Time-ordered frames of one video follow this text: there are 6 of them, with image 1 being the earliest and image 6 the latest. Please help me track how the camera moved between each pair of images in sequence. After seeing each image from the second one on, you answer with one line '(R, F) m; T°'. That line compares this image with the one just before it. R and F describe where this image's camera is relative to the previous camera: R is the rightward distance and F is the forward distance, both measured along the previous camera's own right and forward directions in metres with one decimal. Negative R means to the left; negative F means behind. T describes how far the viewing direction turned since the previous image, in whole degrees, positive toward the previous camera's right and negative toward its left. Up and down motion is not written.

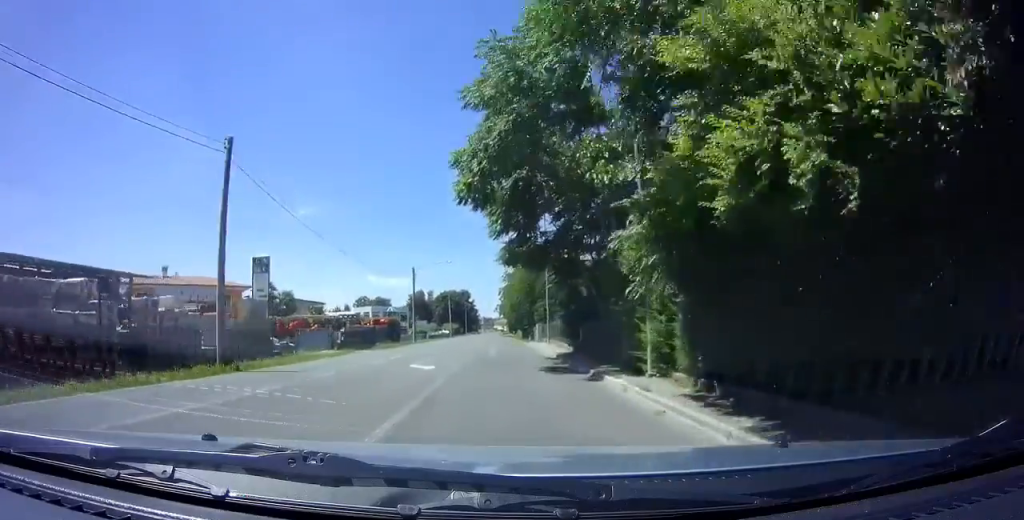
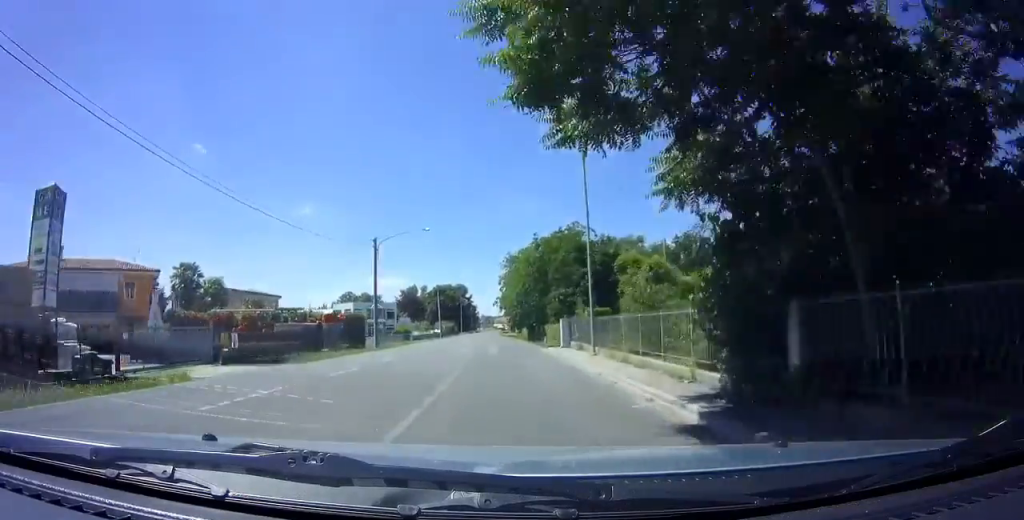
(-0.1, +17.9) m; 0°
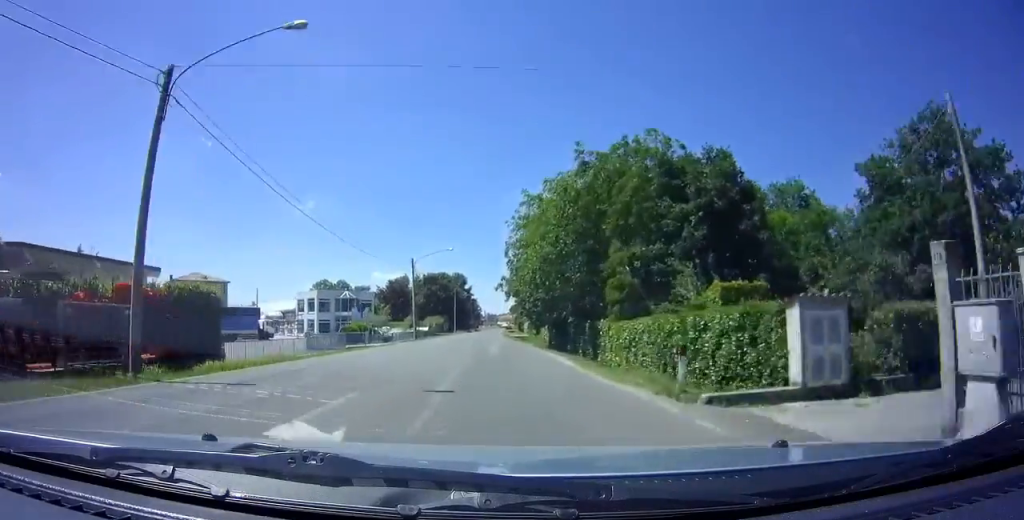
(+0.4, +25.9) m; 0°
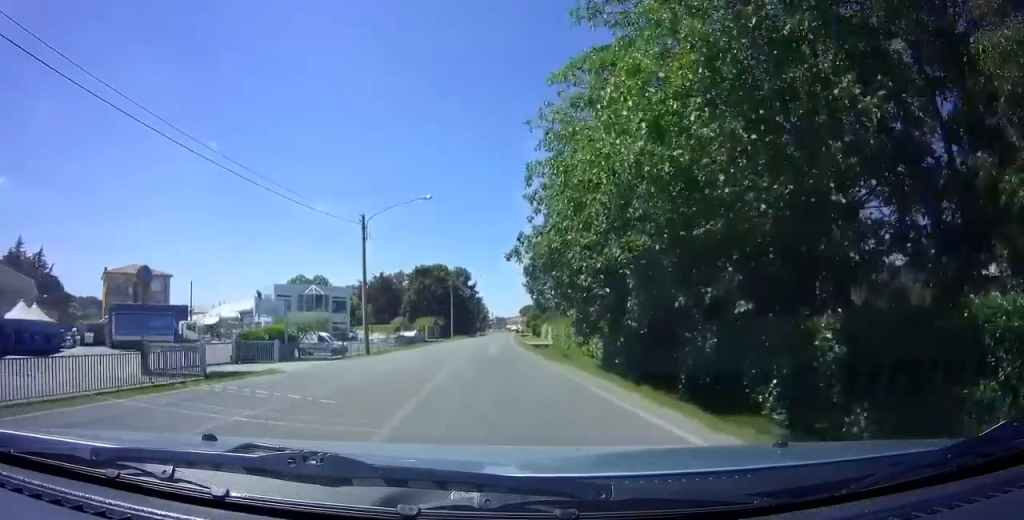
(-0.6, +22.0) m; -2°
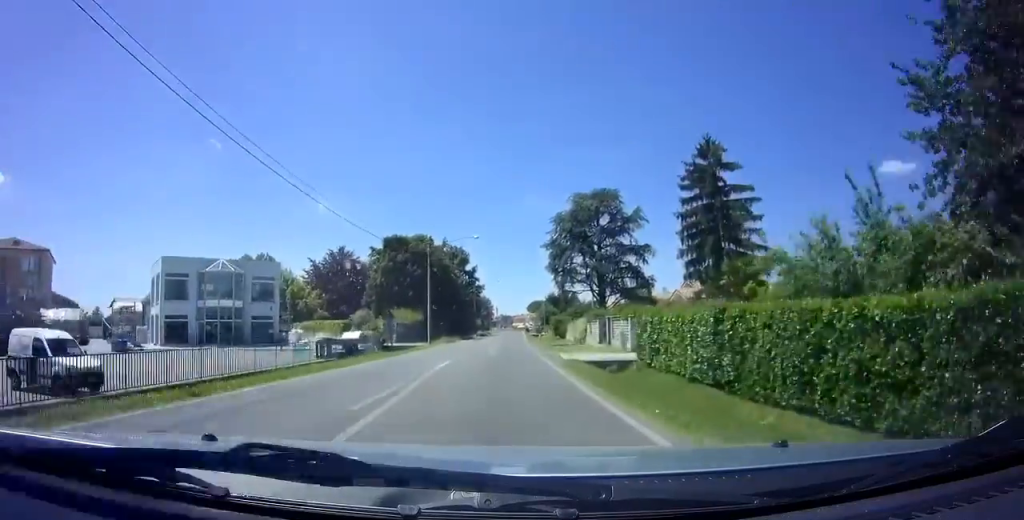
(0.0, +27.1) m; +1°
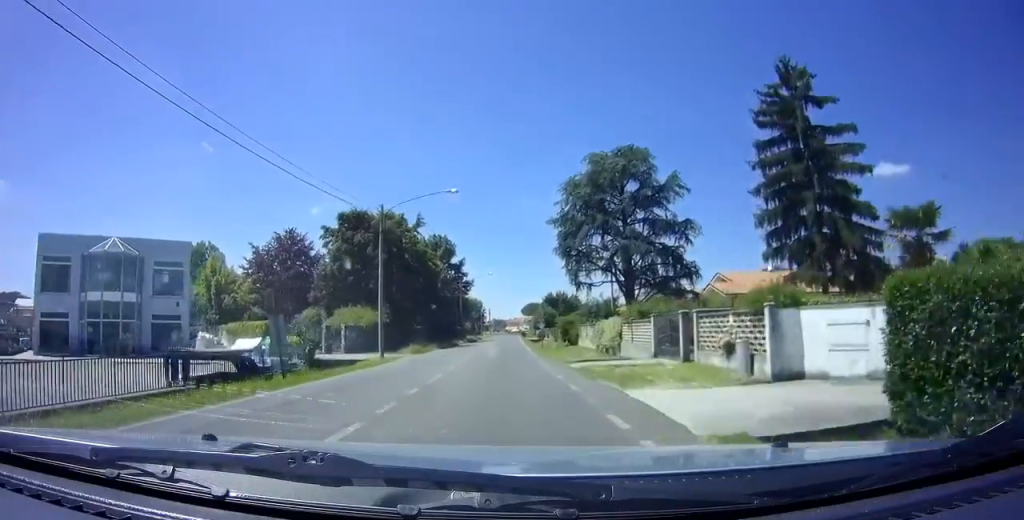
(+0.3, +14.7) m; +1°
